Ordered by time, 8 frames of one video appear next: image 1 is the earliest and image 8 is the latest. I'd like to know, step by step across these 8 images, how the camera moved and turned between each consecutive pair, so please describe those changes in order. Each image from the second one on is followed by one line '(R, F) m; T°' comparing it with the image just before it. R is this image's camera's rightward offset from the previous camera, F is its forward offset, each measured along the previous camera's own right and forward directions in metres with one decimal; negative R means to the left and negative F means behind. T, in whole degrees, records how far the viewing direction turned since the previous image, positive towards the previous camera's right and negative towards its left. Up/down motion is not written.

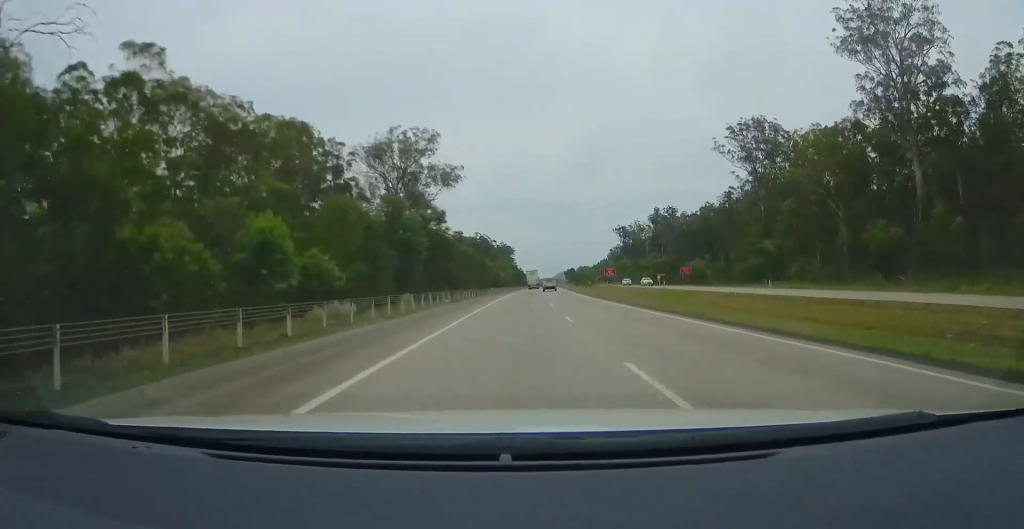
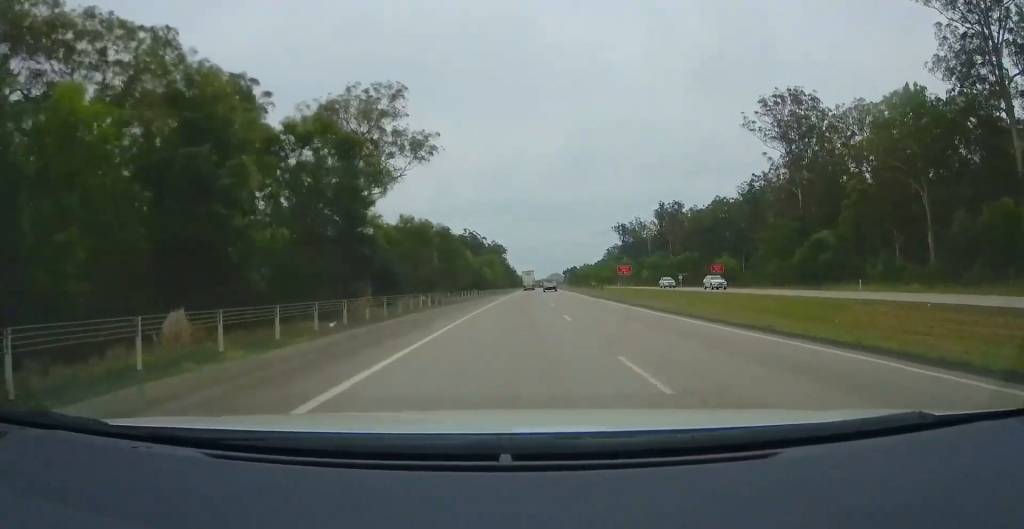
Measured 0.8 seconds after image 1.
(+0.3, +22.9) m; +1°
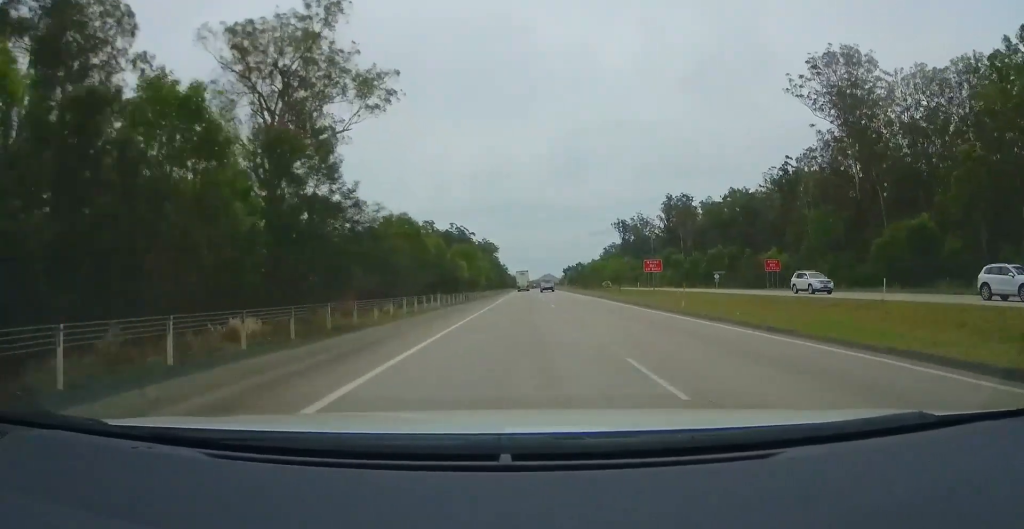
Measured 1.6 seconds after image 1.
(+0.1, +24.1) m; 0°
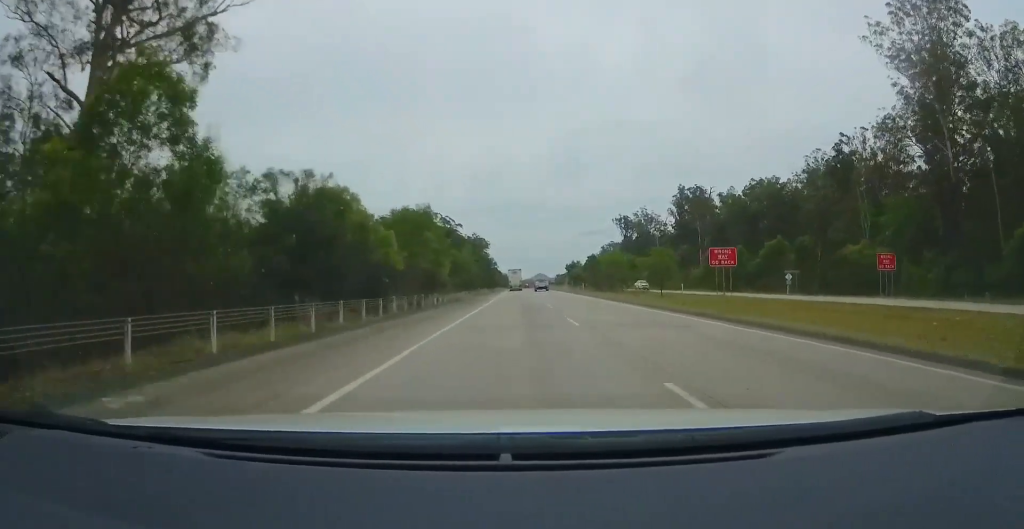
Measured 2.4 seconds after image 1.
(-0.4, +26.7) m; +1°
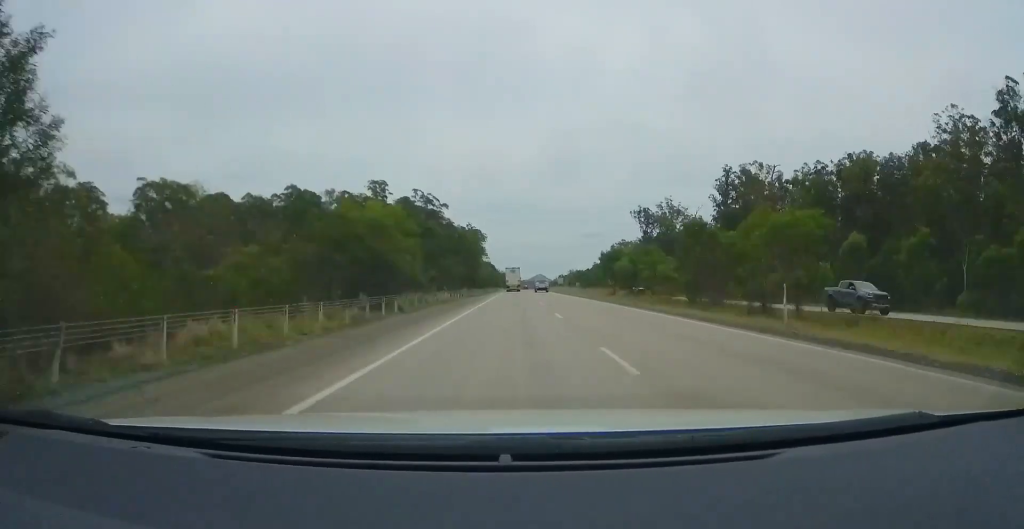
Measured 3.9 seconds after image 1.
(+0.5, +43.4) m; 0°
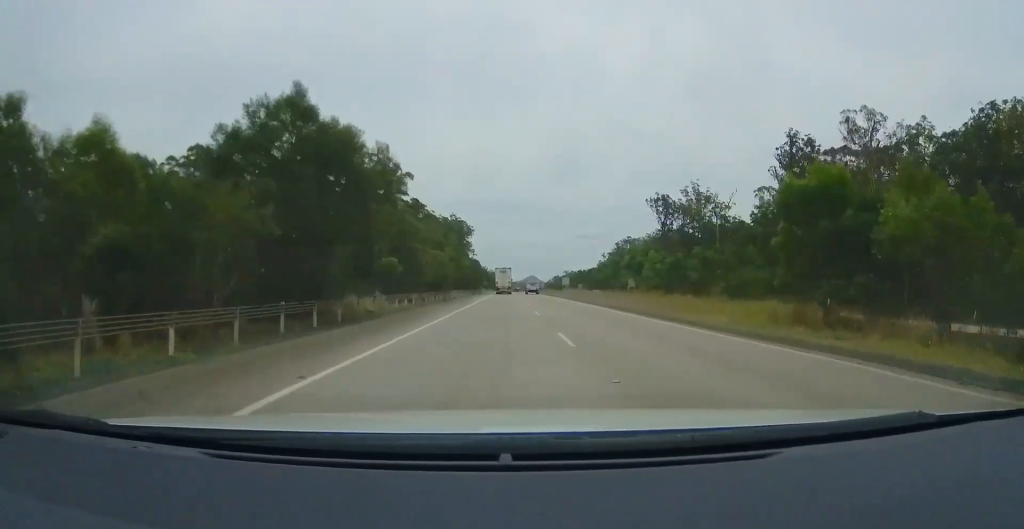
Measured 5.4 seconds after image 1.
(-0.4, +45.1) m; 0°
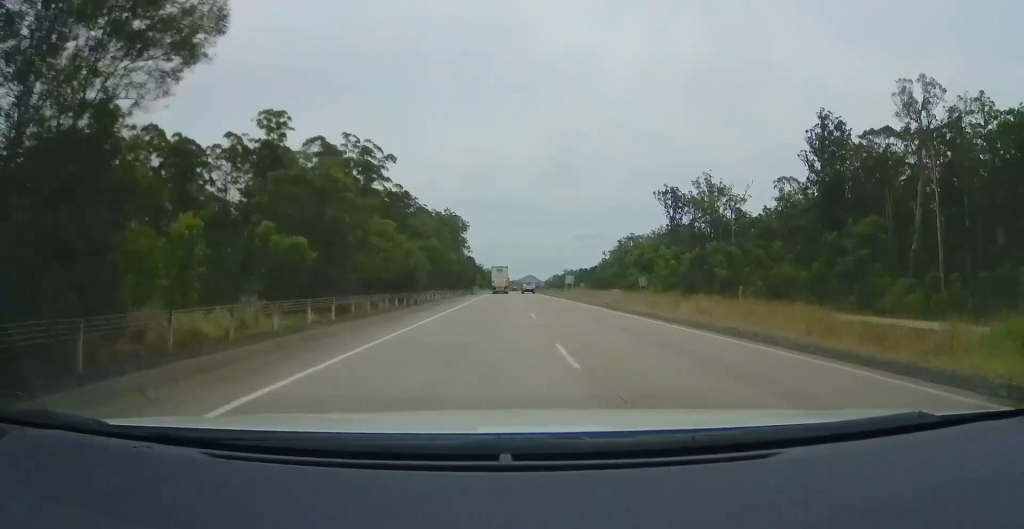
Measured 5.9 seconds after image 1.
(0.0, +14.1) m; 0°
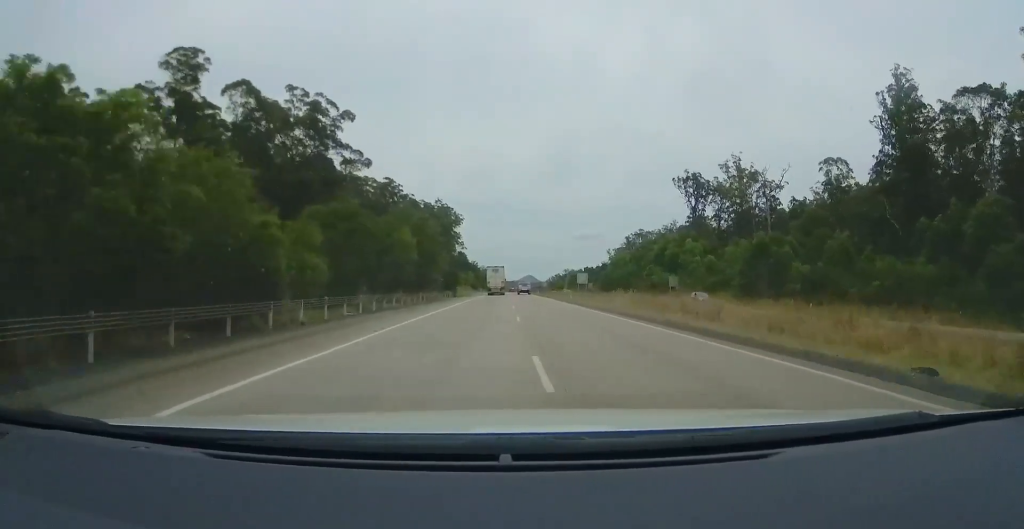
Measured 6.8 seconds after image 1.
(0.0, +25.8) m; 0°
